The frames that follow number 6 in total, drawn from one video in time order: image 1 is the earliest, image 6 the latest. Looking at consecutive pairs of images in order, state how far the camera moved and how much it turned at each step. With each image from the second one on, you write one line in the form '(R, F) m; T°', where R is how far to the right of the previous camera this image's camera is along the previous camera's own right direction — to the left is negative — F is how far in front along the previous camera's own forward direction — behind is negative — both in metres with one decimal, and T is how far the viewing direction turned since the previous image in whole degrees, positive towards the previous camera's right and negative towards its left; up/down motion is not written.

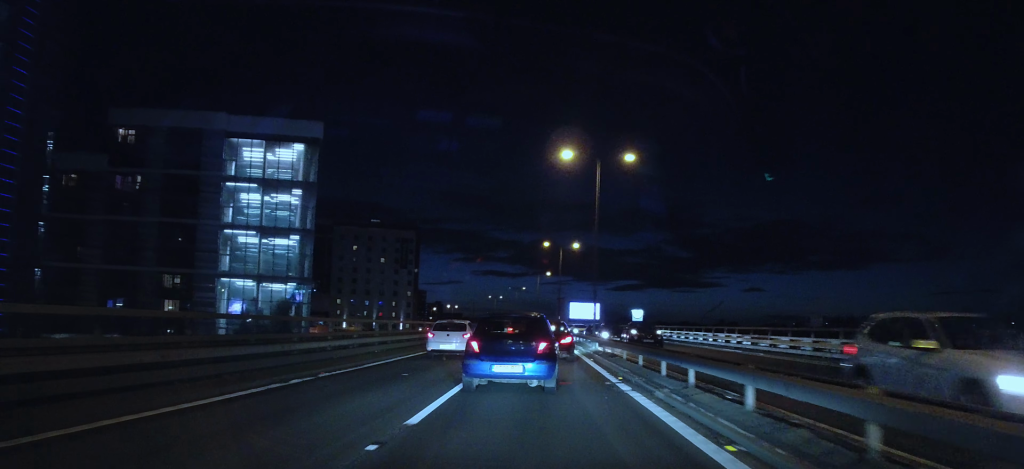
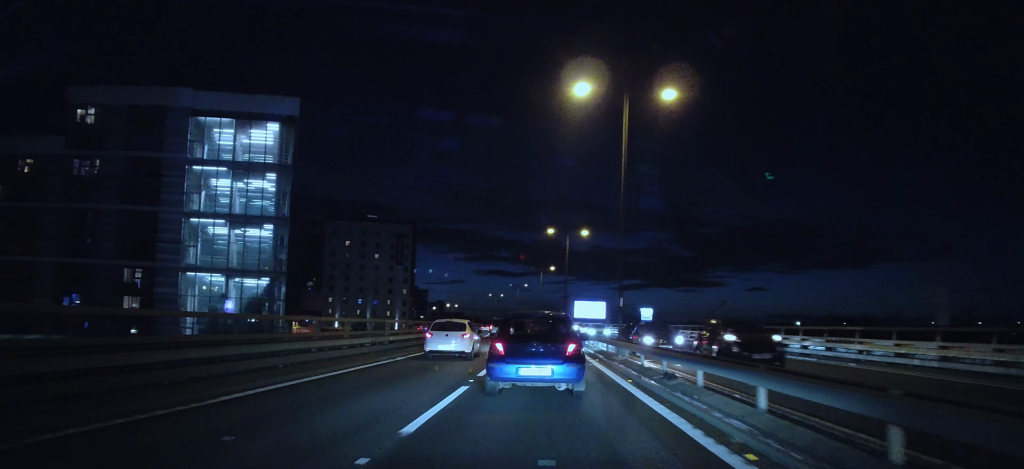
(-0.2, +9.4) m; -1°
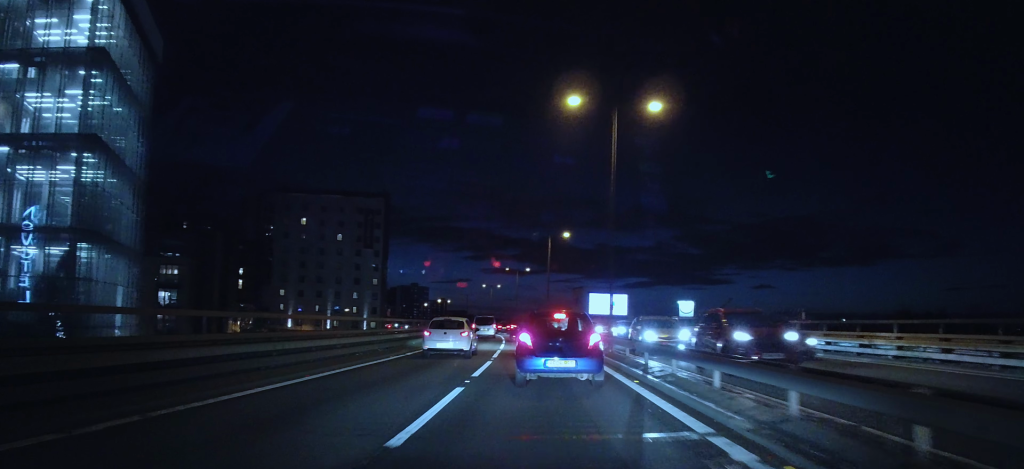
(+0.8, +34.9) m; 0°
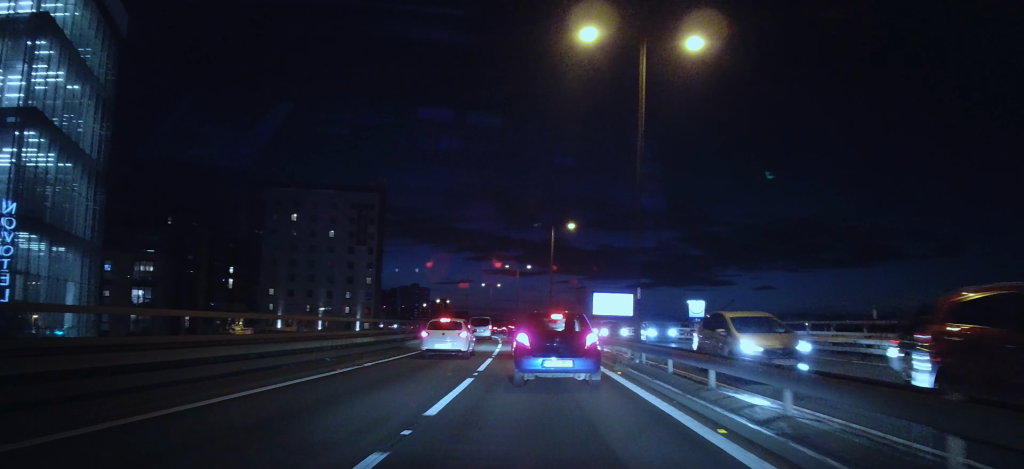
(-0.1, +6.4) m; -1°
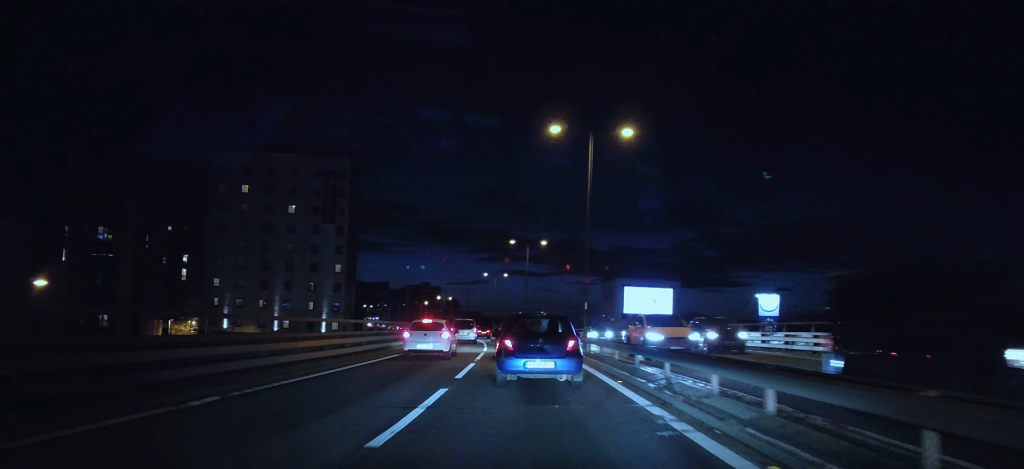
(-0.1, +27.8) m; 0°
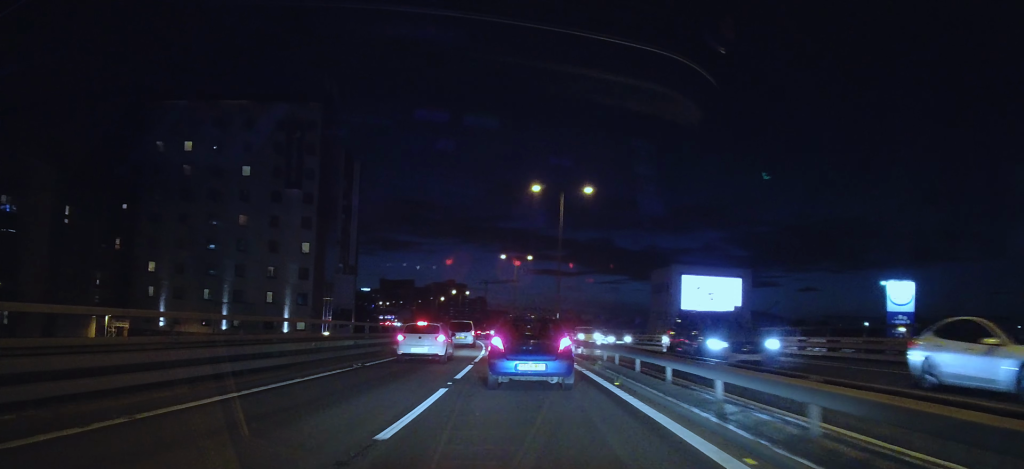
(-0.3, +24.9) m; -3°
